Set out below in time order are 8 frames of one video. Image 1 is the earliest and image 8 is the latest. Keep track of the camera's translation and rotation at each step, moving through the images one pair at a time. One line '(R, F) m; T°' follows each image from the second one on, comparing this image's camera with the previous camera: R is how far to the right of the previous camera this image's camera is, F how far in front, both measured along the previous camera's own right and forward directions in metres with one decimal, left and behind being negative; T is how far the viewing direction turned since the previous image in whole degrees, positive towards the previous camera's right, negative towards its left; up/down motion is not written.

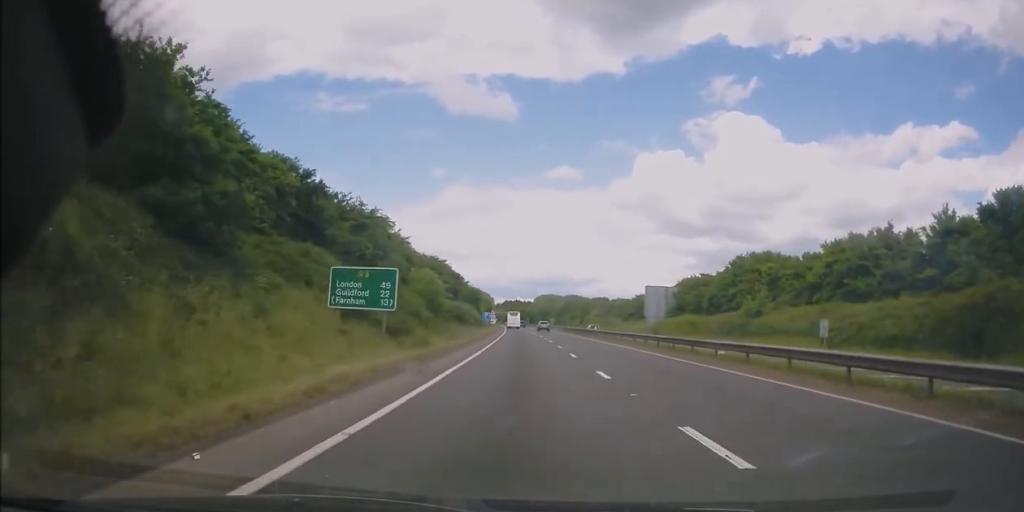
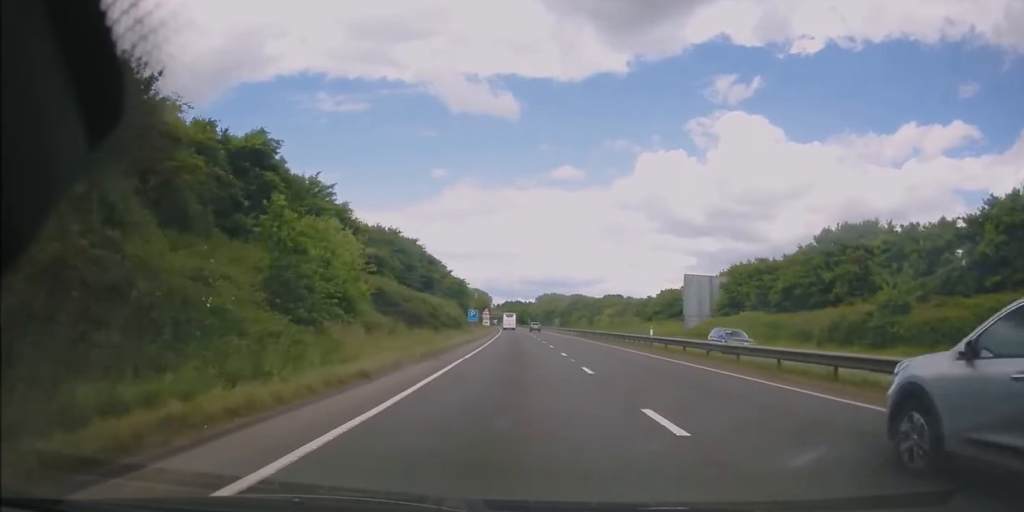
(-0.1, +25.7) m; -1°
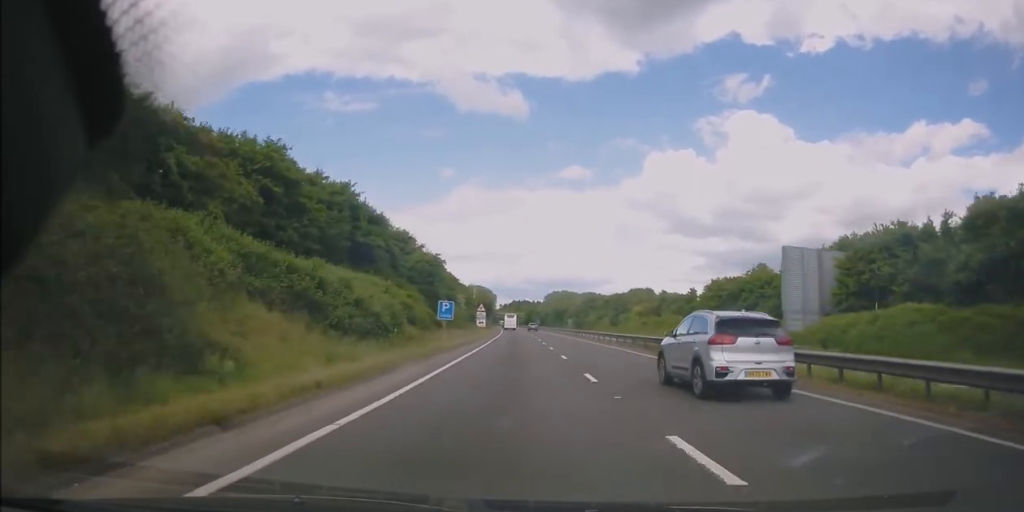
(-0.1, +29.4) m; 0°
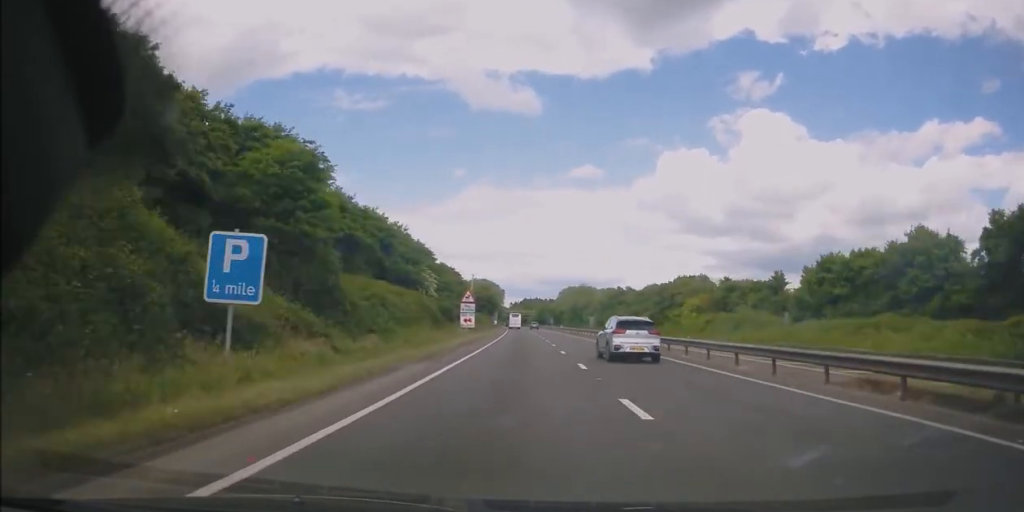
(-1.0, +32.7) m; -3°
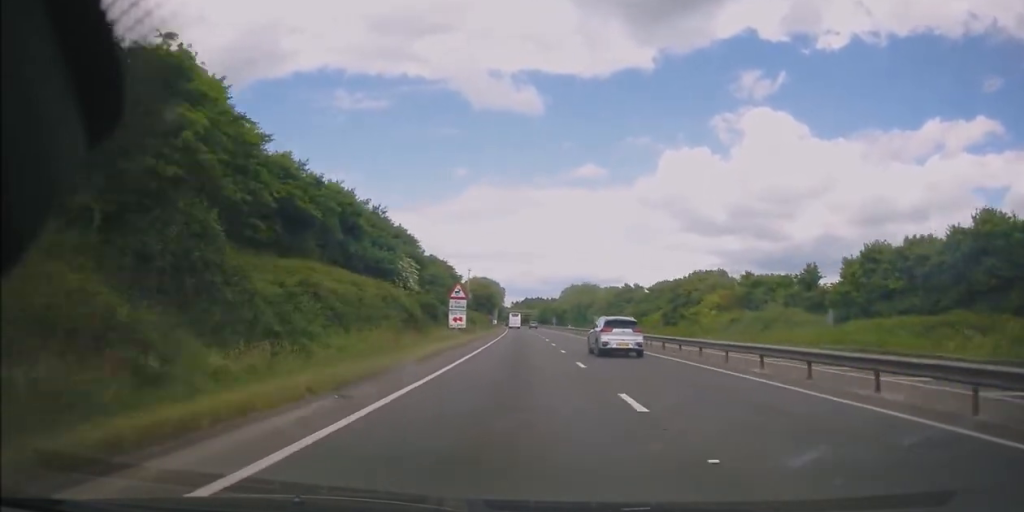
(-0.1, +8.5) m; 0°
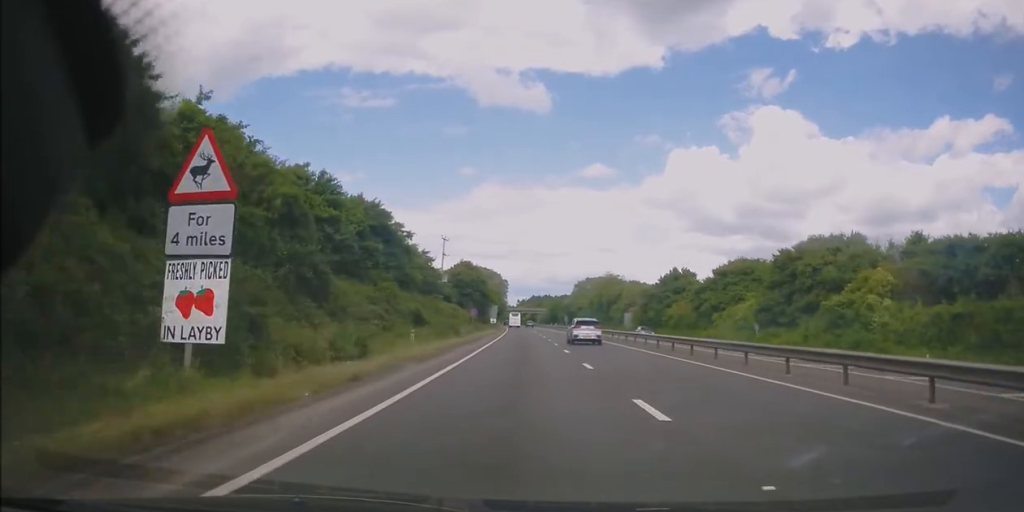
(+0.6, +36.6) m; +1°
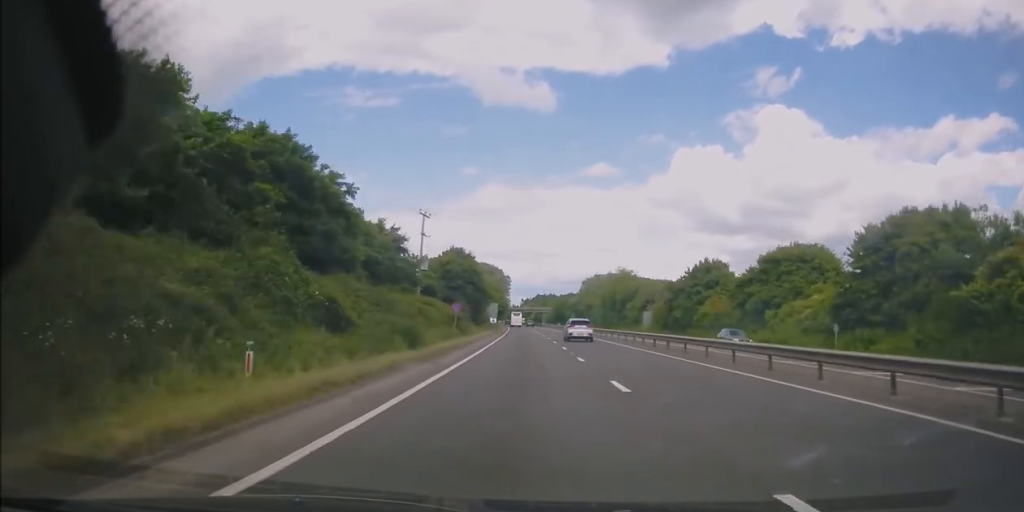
(0.0, +14.5) m; 0°
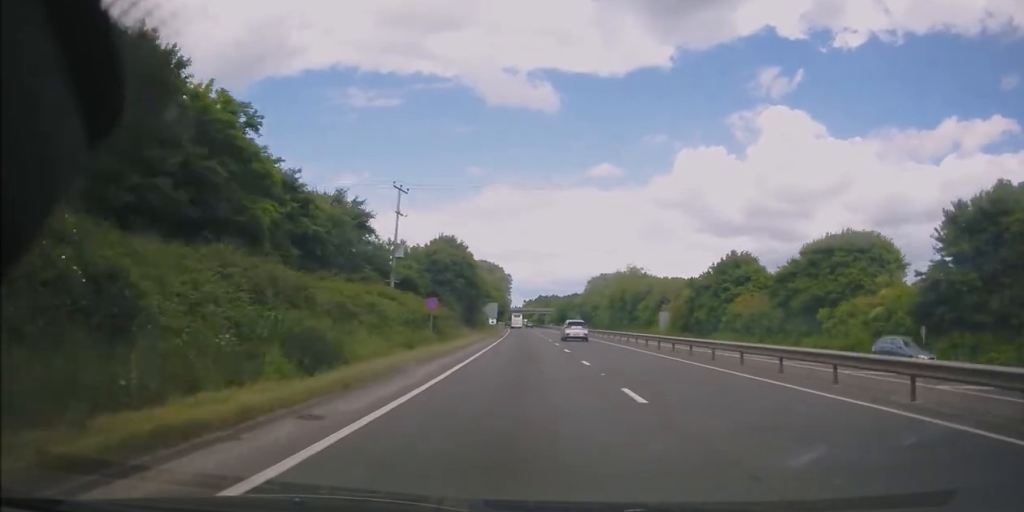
(0.0, +10.2) m; 0°
